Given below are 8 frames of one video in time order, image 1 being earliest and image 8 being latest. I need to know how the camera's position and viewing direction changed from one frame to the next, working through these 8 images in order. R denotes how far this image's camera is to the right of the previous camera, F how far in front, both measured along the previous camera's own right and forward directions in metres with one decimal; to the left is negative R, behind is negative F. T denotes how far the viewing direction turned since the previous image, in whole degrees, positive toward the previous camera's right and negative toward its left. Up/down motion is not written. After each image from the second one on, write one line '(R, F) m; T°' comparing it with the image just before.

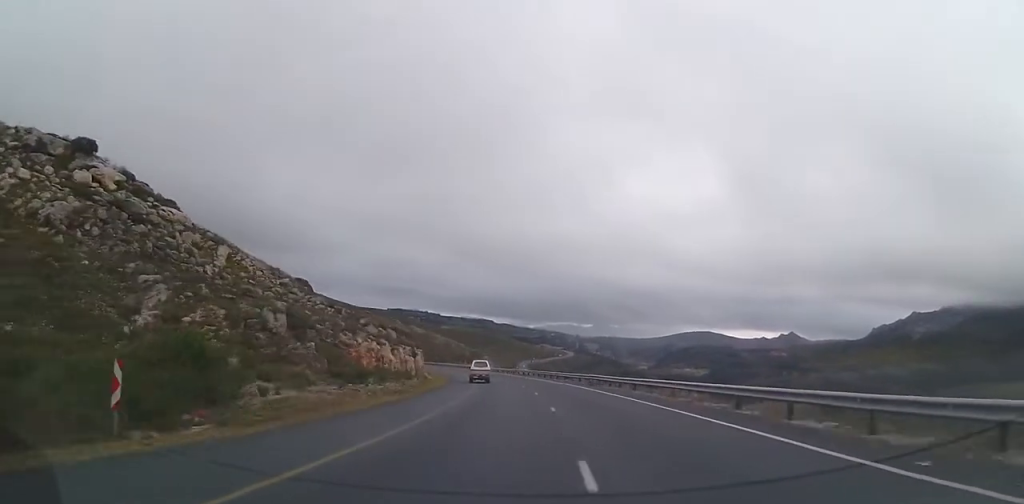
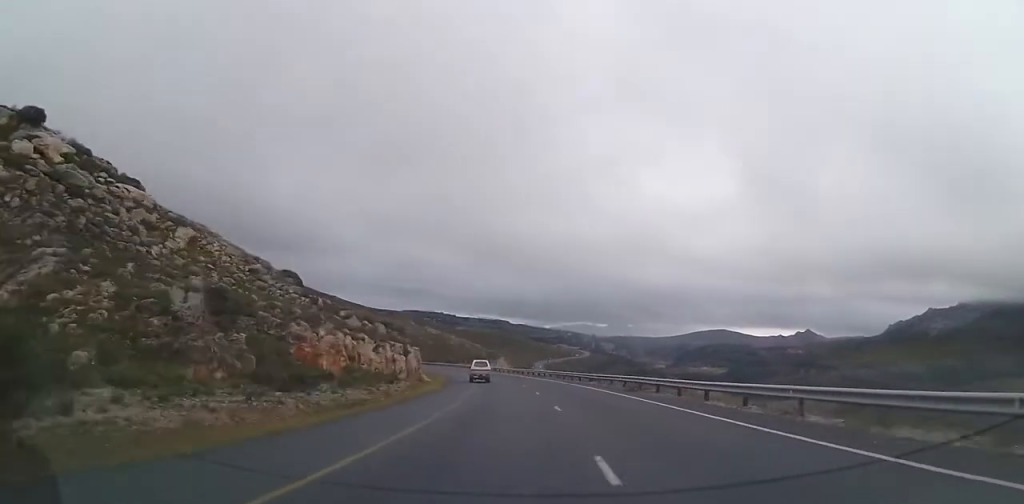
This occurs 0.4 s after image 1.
(-0.3, +12.1) m; -2°
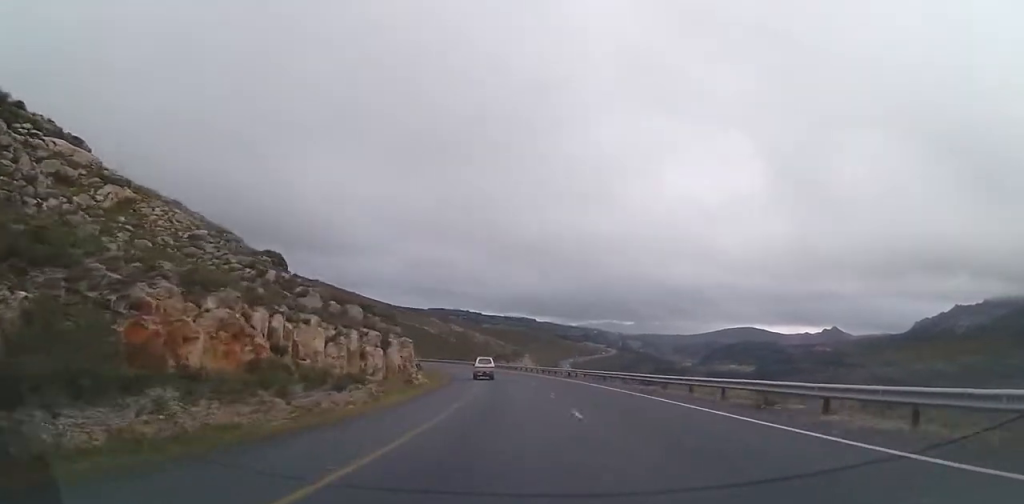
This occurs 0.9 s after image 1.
(-0.4, +16.1) m; -2°
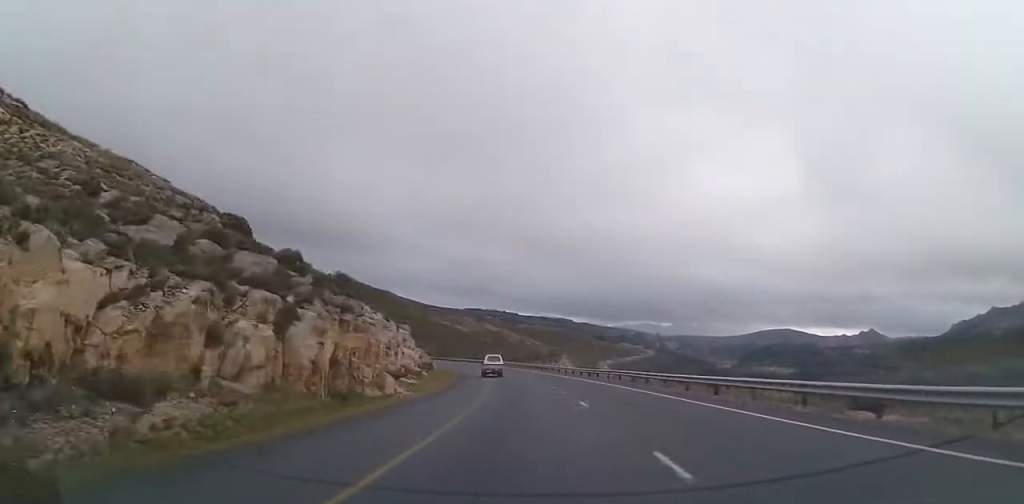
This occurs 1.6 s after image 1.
(-0.4, +21.1) m; -3°
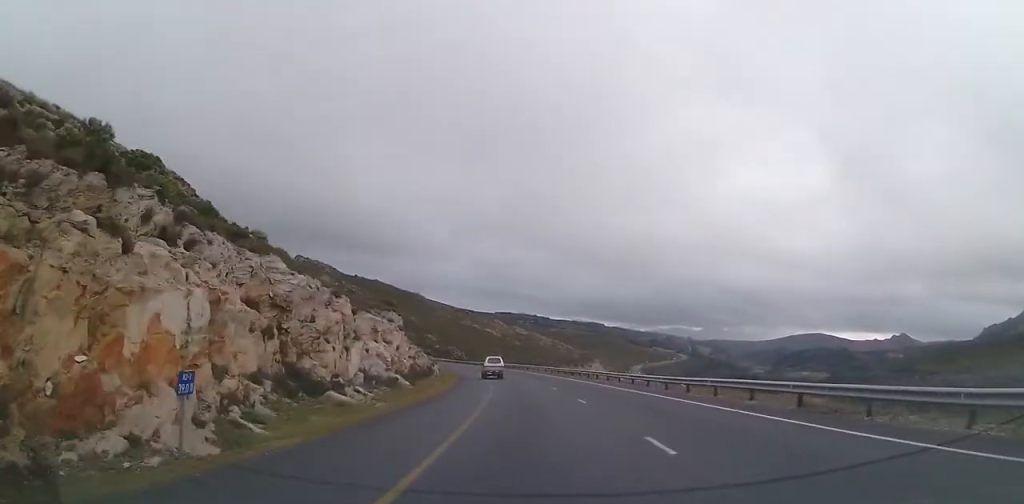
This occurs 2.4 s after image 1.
(-0.3, +21.9) m; -3°
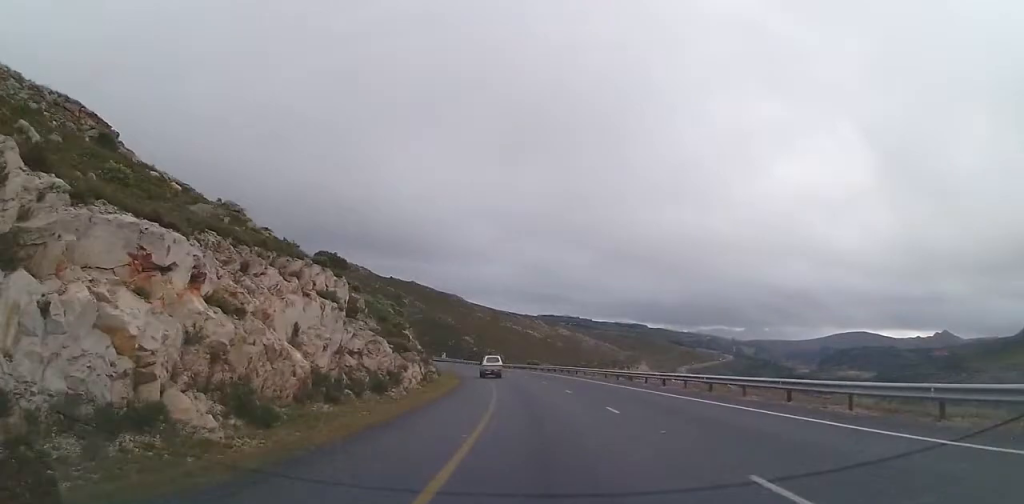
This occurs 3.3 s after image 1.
(-1.5, +28.2) m; -6°
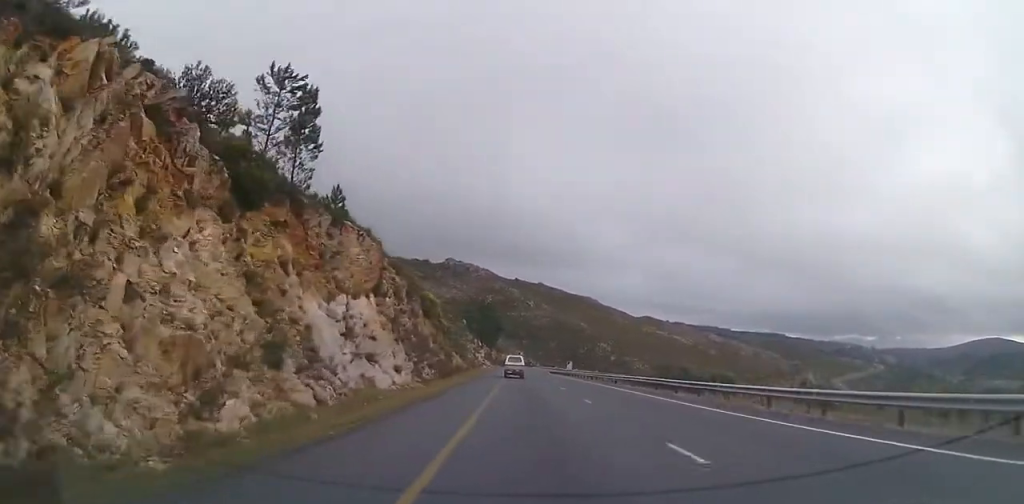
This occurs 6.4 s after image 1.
(-10.3, +89.3) m; -11°
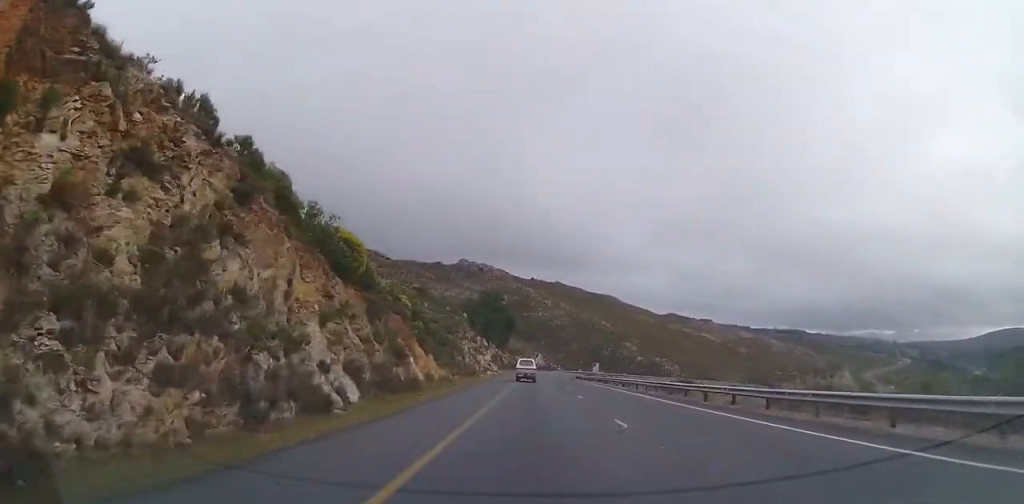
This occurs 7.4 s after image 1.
(-0.7, +29.8) m; -3°
